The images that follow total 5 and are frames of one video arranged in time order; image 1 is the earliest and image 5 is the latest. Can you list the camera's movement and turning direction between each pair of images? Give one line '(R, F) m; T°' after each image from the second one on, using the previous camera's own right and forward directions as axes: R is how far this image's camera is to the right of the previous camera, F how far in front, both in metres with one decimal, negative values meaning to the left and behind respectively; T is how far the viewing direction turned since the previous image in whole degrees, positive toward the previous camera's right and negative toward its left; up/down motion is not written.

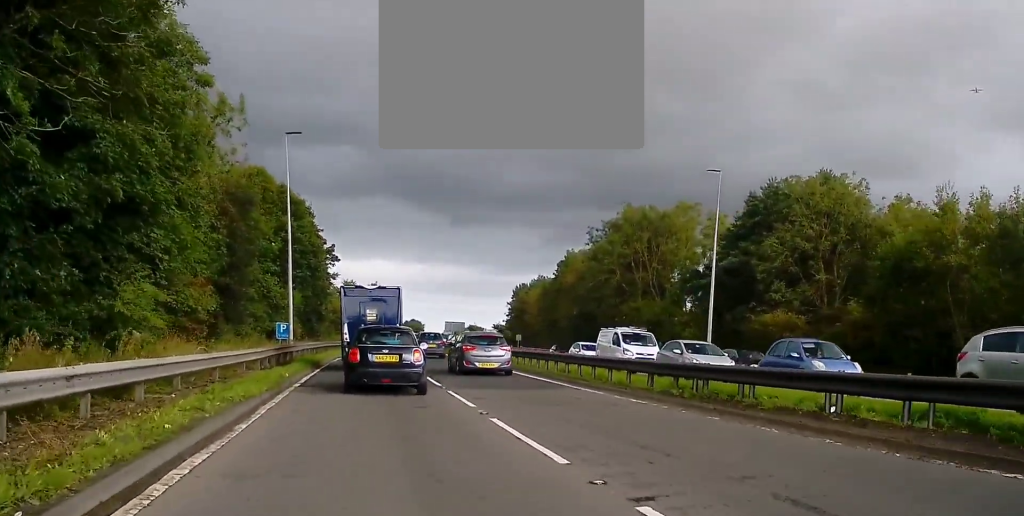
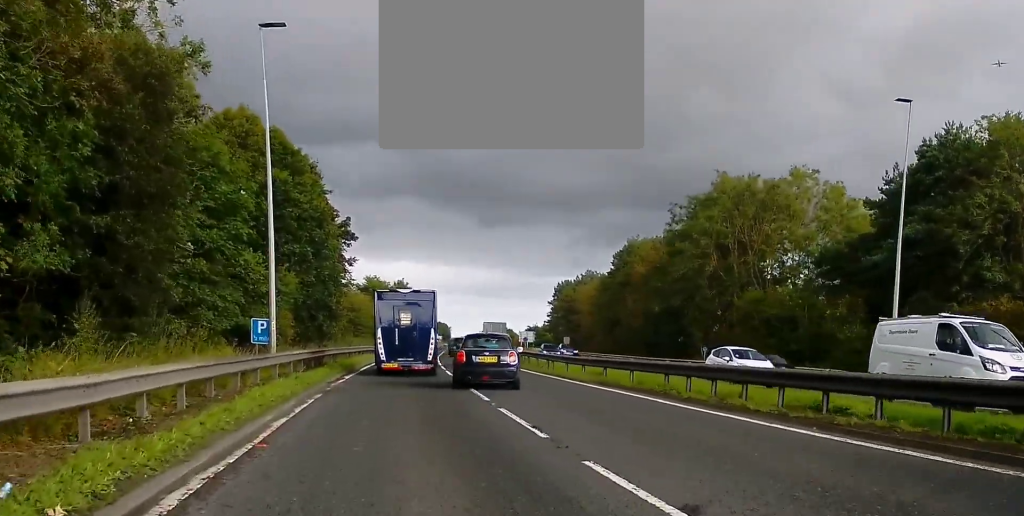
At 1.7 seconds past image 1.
(-0.7, +15.5) m; -4°
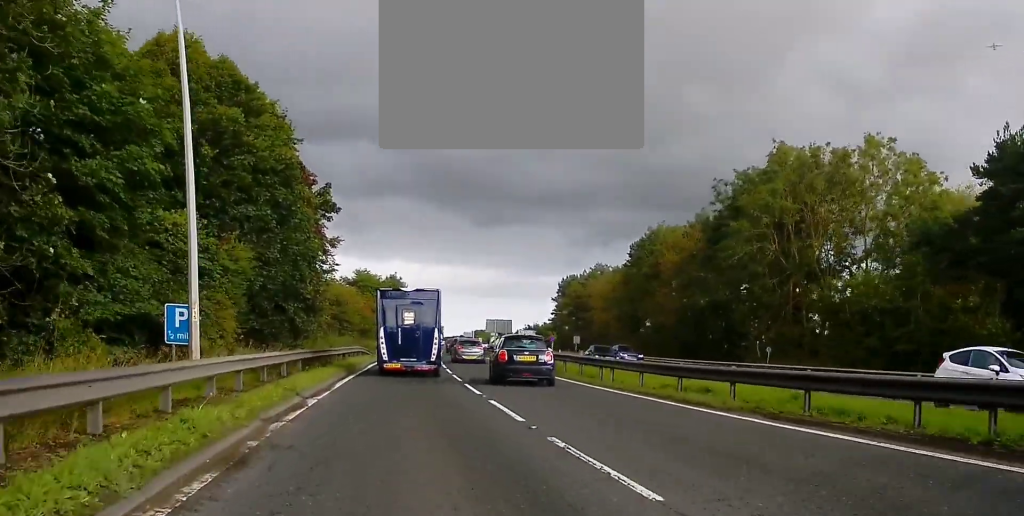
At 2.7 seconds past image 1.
(0.0, +10.0) m; +1°
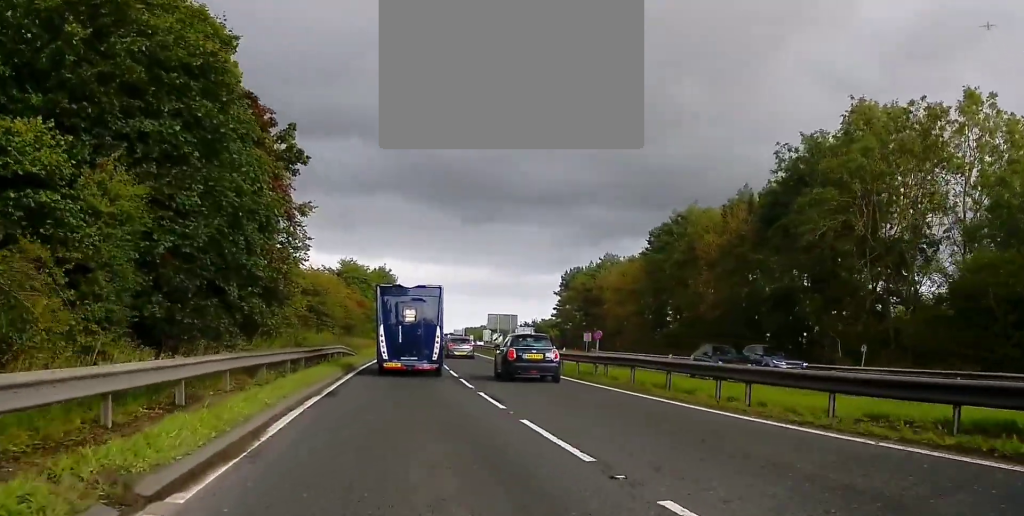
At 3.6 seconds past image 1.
(+0.2, +10.0) m; +2°
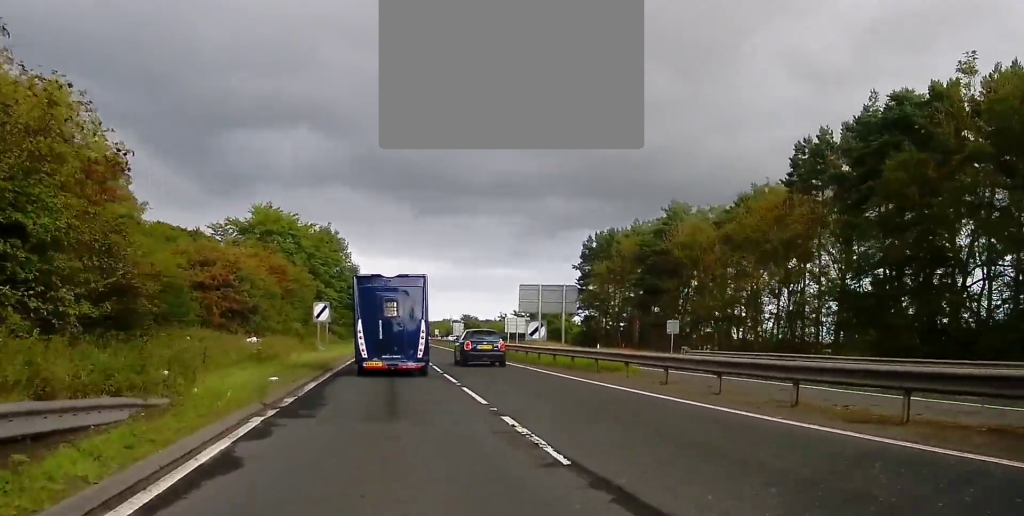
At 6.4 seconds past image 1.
(+0.9, +36.8) m; +2°
